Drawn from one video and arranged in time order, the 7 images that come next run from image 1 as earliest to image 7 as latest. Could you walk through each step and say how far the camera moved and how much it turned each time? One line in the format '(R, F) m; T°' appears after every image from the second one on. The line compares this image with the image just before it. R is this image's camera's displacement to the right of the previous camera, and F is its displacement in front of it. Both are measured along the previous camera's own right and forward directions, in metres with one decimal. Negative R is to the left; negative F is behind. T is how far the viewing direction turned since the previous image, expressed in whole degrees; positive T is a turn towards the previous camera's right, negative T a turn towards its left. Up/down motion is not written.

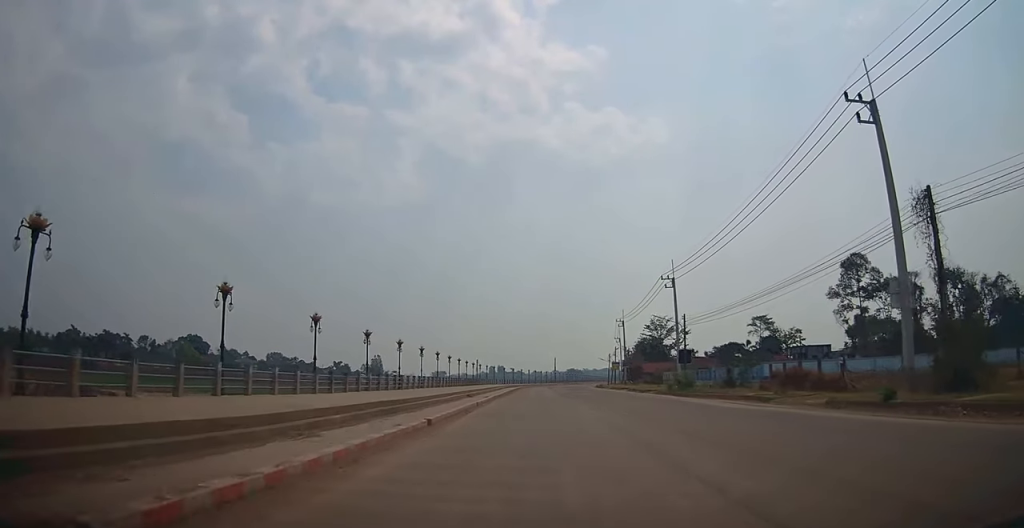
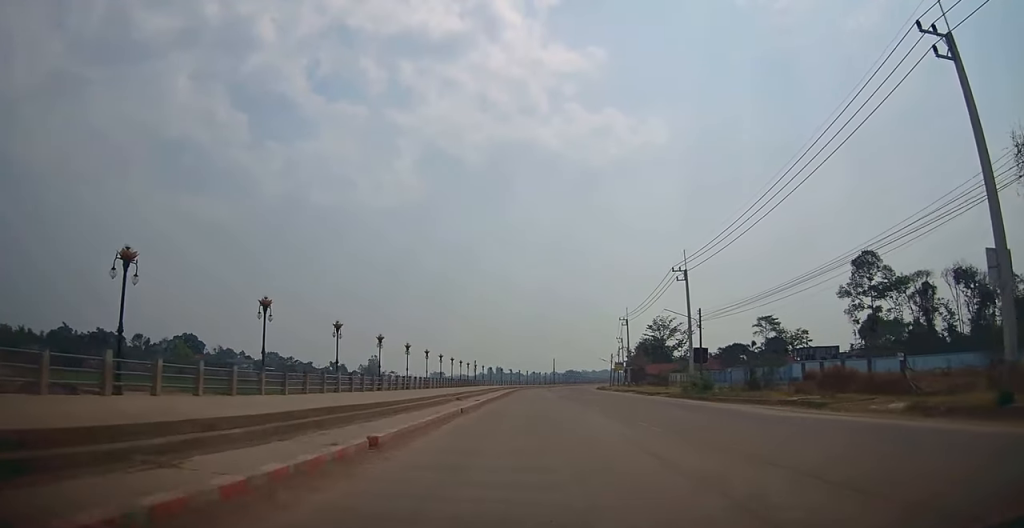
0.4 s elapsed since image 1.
(-0.1, +4.9) m; 0°
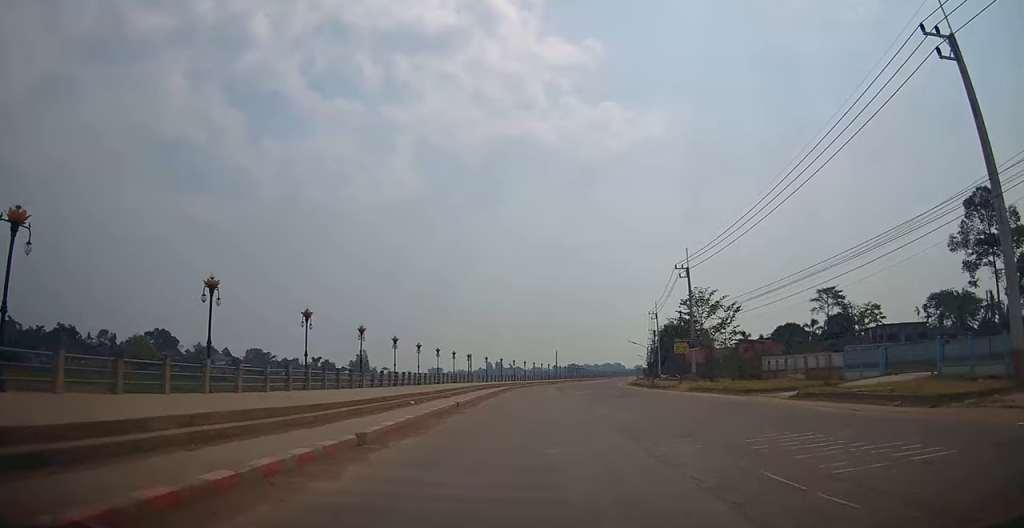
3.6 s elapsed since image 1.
(-0.6, +35.4) m; -1°
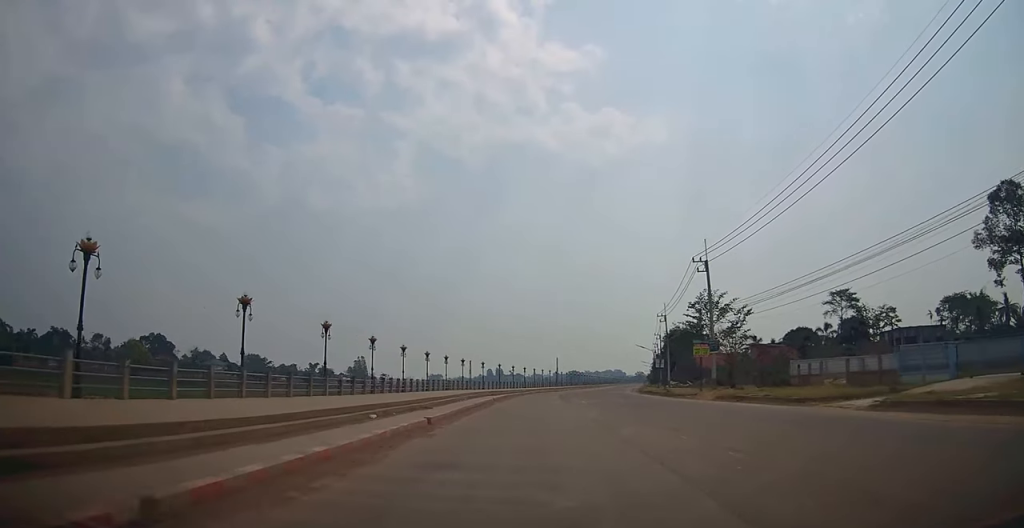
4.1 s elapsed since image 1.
(0.0, +5.6) m; +1°
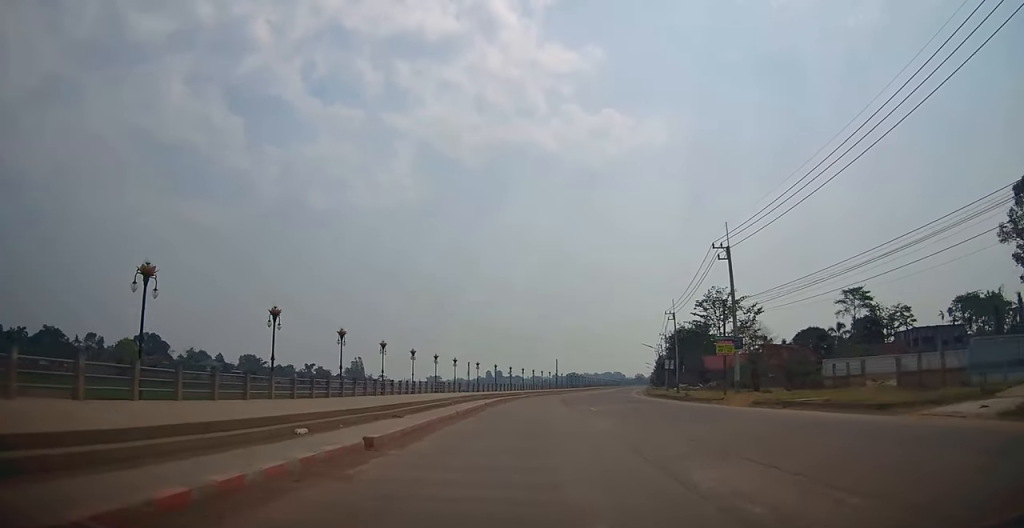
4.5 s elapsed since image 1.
(0.0, +5.5) m; 0°
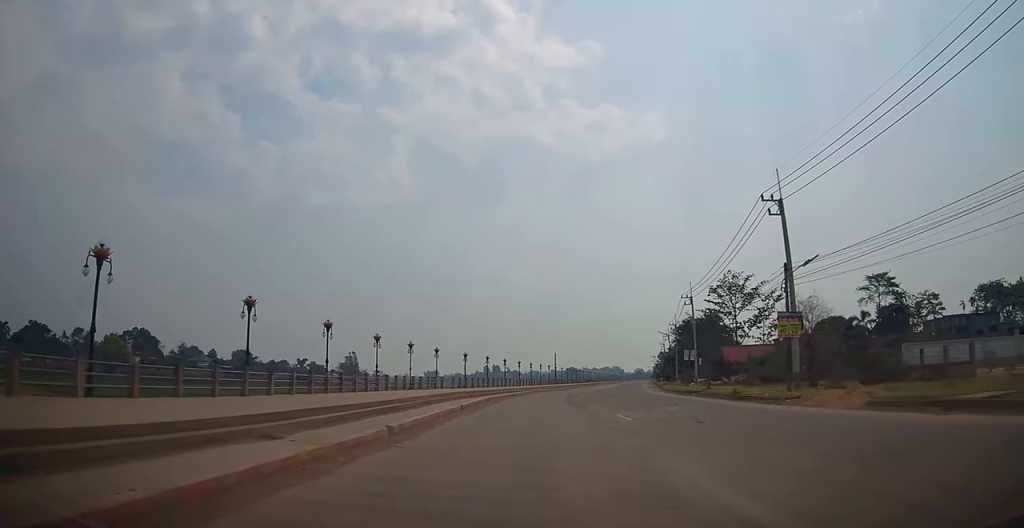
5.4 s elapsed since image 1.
(+0.1, +9.7) m; 0°
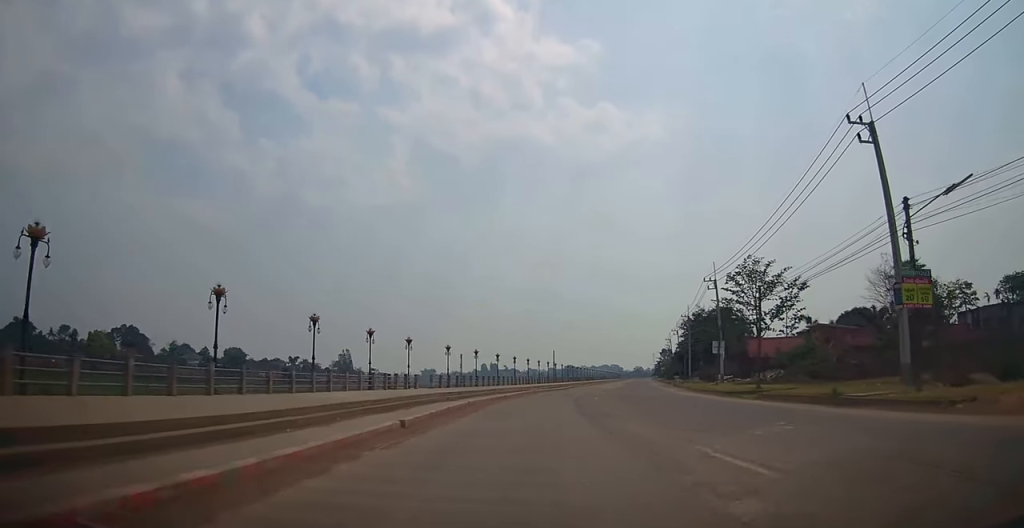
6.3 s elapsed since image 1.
(-0.2, +10.0) m; 0°
